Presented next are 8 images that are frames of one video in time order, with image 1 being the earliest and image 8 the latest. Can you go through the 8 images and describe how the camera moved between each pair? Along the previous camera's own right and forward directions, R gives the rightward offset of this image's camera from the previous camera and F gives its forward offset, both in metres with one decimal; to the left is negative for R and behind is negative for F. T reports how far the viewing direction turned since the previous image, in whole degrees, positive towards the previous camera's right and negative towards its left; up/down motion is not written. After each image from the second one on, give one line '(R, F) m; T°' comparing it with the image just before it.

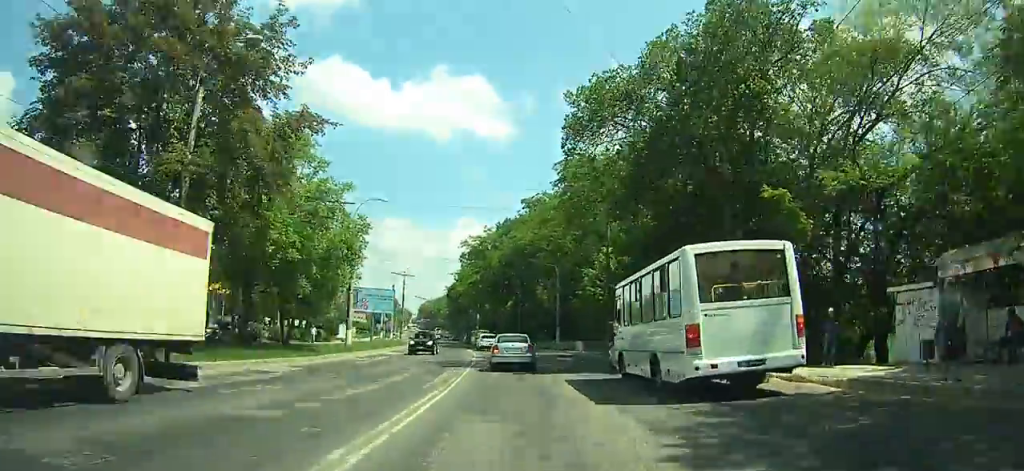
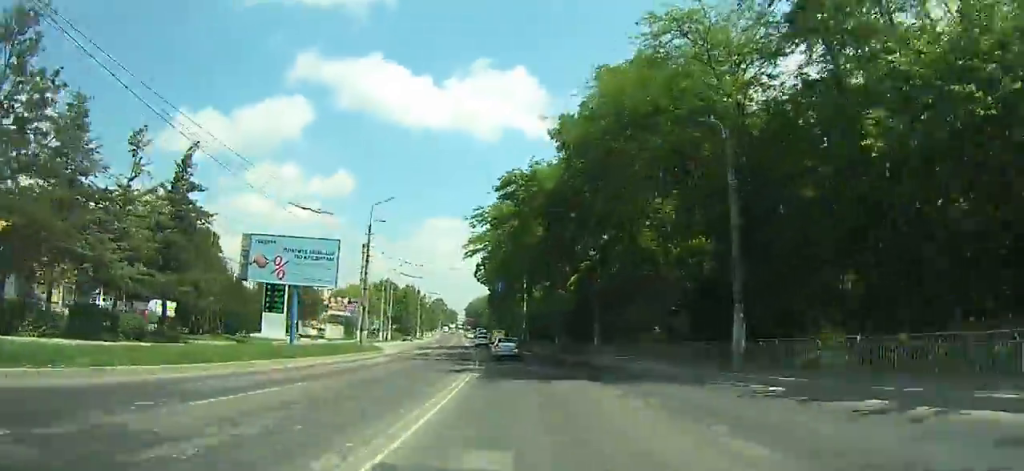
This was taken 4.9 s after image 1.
(-0.8, +40.3) m; -3°
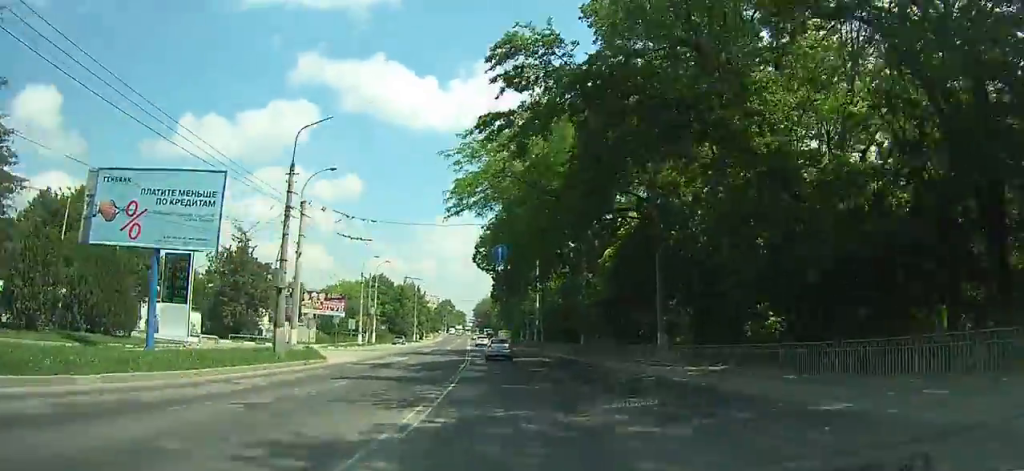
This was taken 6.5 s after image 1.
(-0.2, +15.2) m; -2°
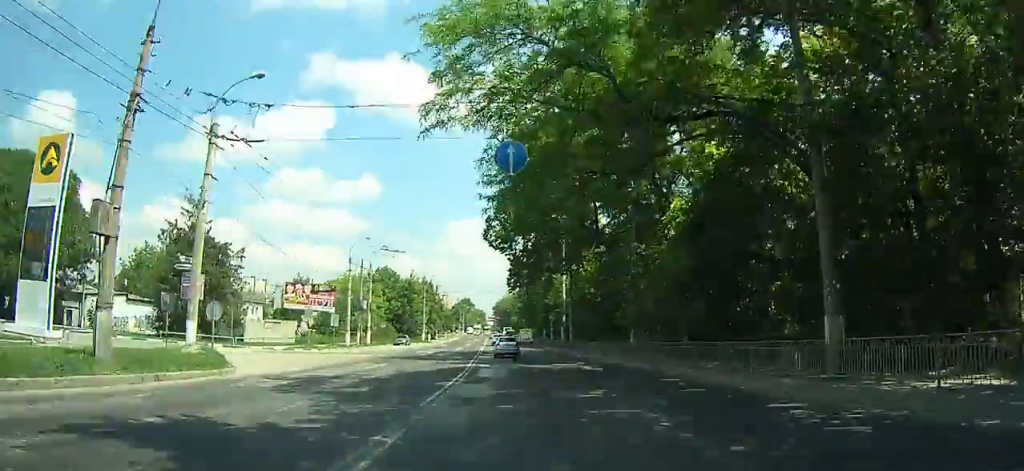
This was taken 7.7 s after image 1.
(-0.2, +11.9) m; -1°
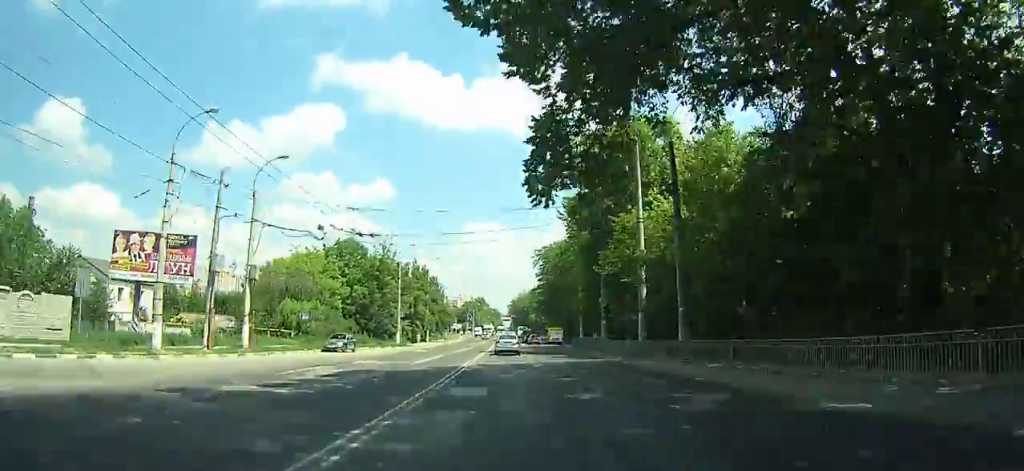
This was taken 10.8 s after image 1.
(-0.7, +31.3) m; -2°
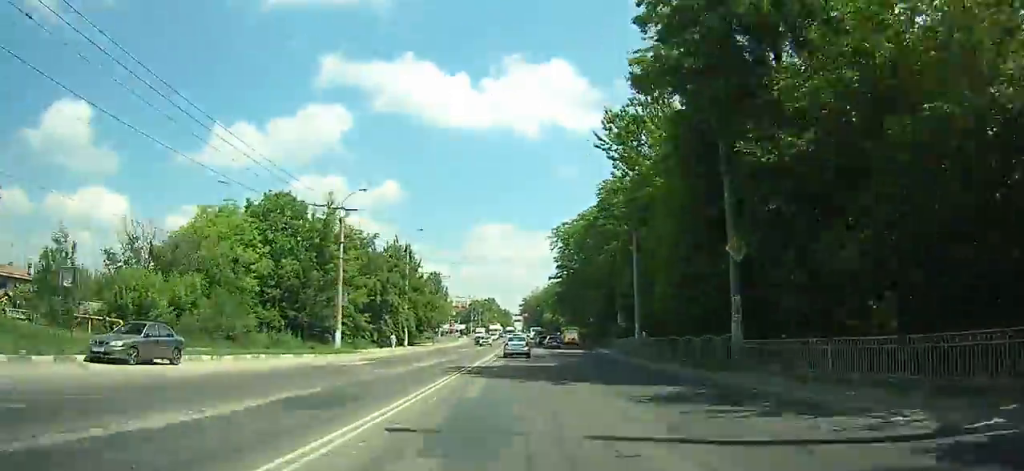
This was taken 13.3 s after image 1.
(-0.3, +25.1) m; -1°
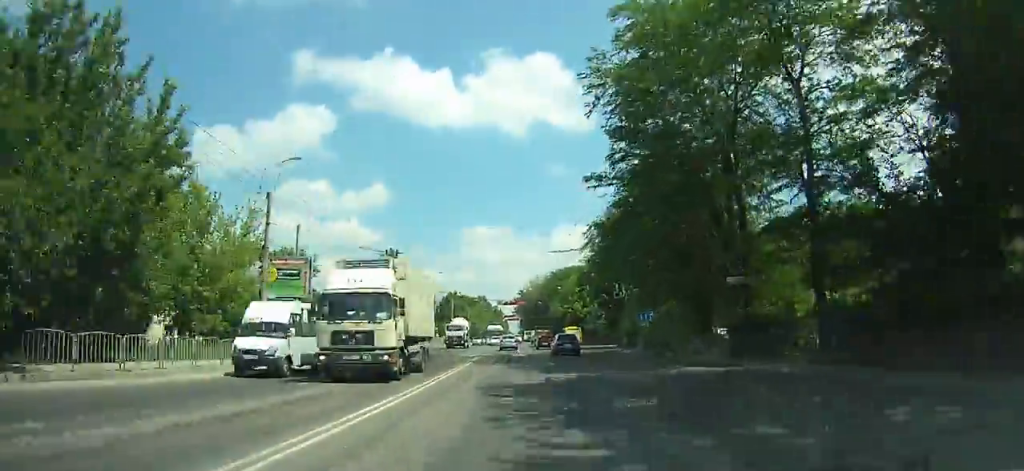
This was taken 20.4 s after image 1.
(-0.2, +68.8) m; +1°
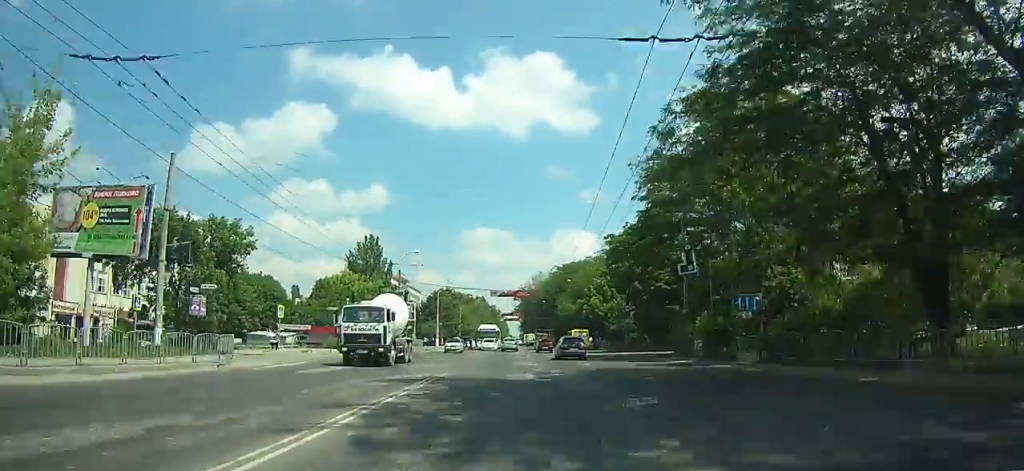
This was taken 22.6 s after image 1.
(0.0, +22.0) m; 0°
